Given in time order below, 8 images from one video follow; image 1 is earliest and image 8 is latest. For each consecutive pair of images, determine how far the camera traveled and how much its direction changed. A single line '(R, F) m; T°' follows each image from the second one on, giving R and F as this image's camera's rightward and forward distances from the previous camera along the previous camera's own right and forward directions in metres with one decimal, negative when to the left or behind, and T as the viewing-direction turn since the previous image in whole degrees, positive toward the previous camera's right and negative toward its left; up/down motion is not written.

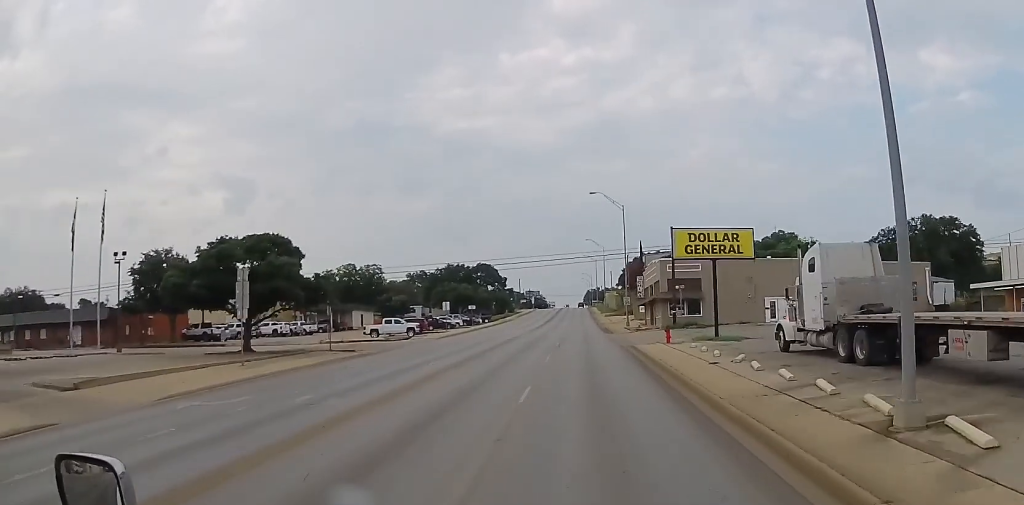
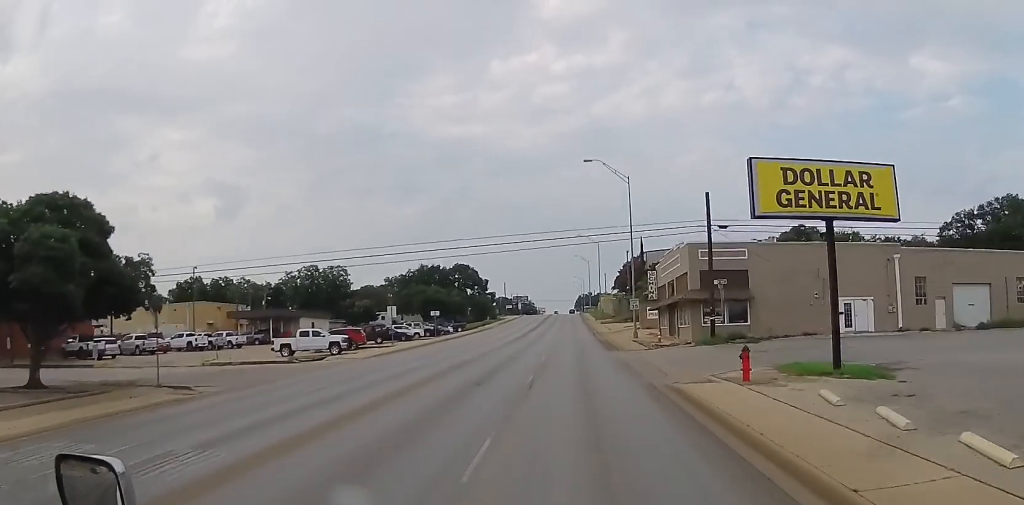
(+0.1, +19.7) m; -1°
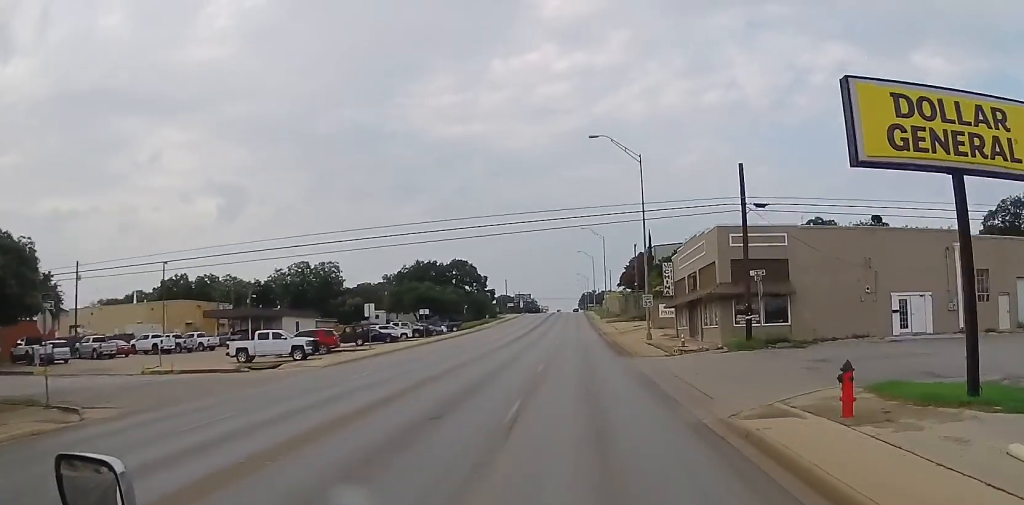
(-0.1, +7.5) m; -1°
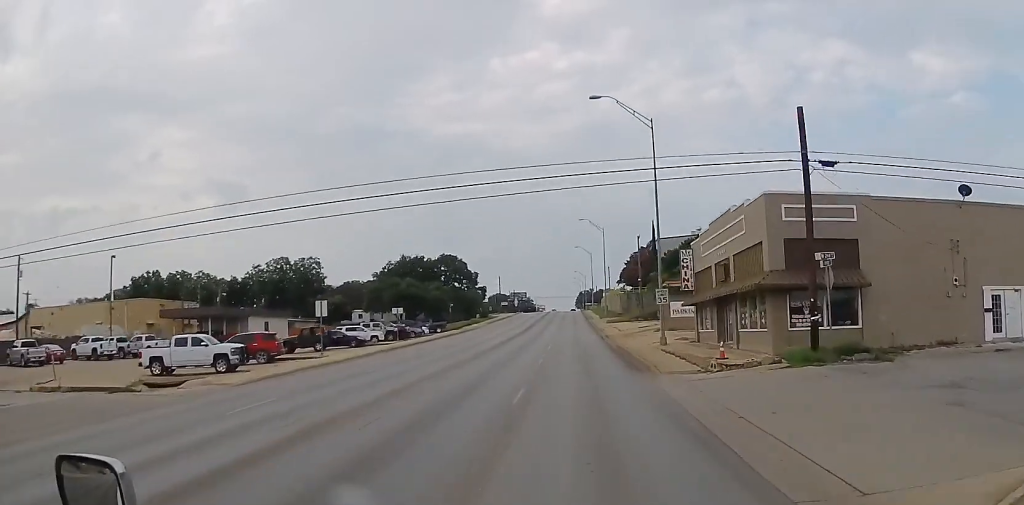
(0.0, +9.4) m; -1°
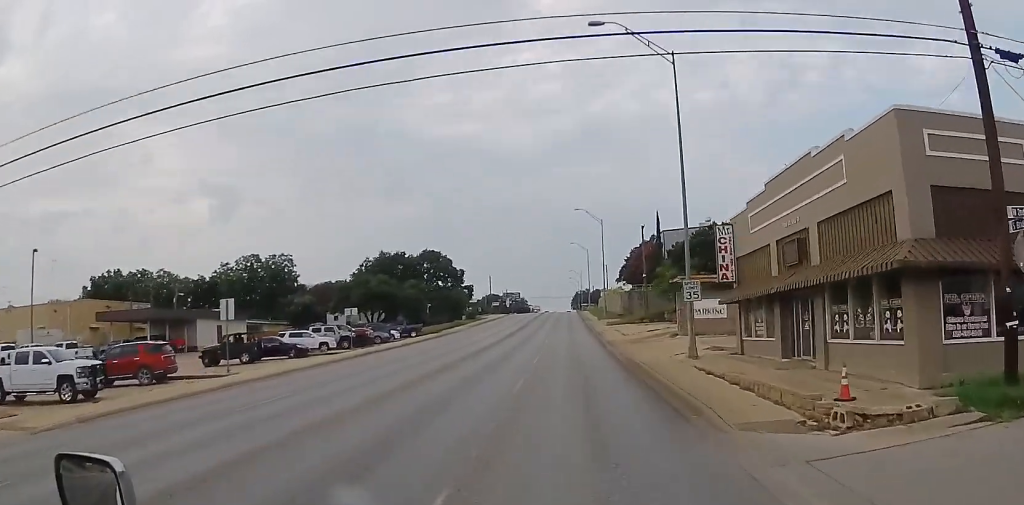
(-0.2, +11.4) m; +1°
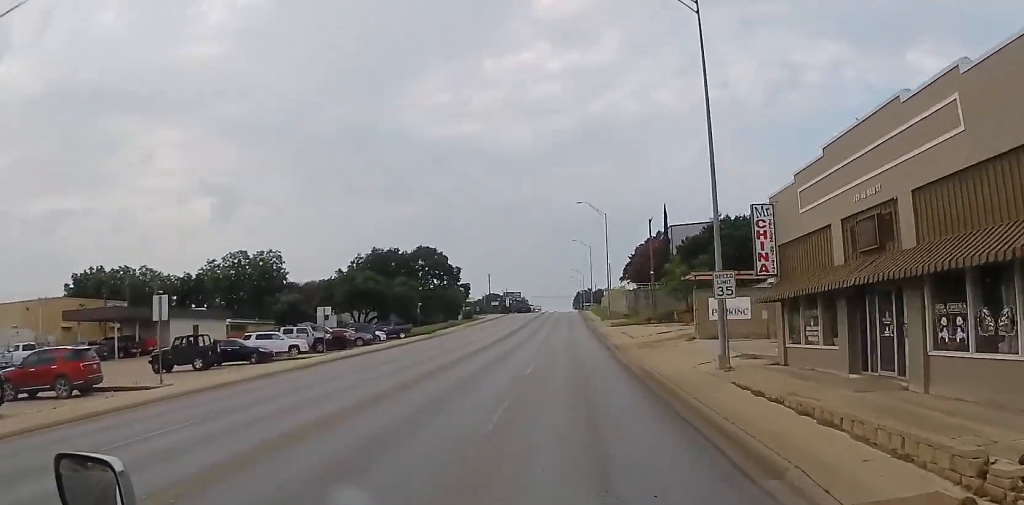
(-0.3, +5.7) m; +1°
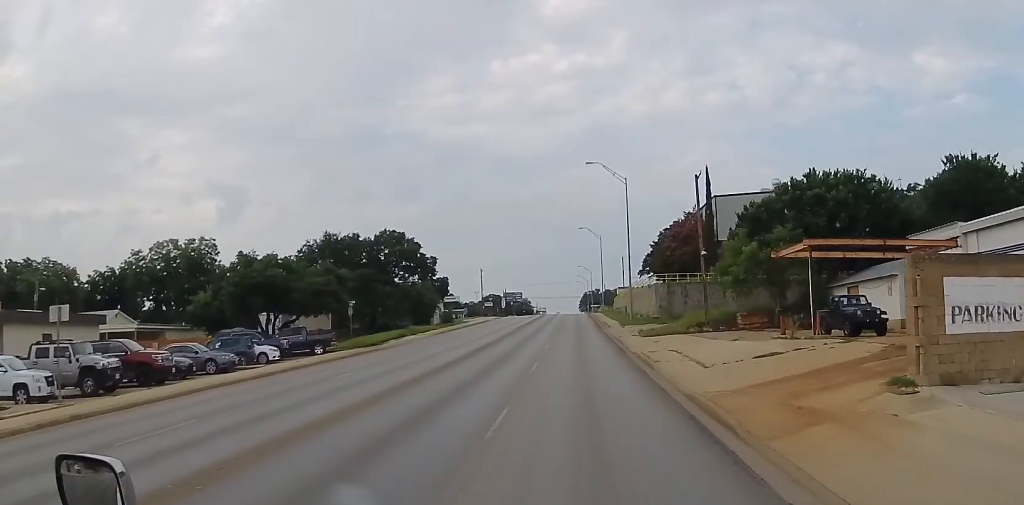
(+1.6, +25.5) m; +4°
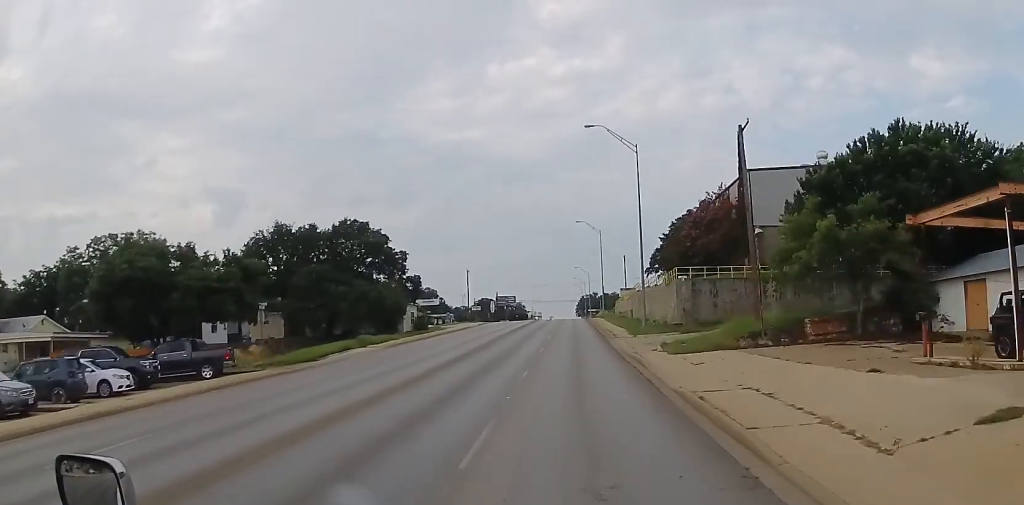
(0.0, +14.4) m; 0°
